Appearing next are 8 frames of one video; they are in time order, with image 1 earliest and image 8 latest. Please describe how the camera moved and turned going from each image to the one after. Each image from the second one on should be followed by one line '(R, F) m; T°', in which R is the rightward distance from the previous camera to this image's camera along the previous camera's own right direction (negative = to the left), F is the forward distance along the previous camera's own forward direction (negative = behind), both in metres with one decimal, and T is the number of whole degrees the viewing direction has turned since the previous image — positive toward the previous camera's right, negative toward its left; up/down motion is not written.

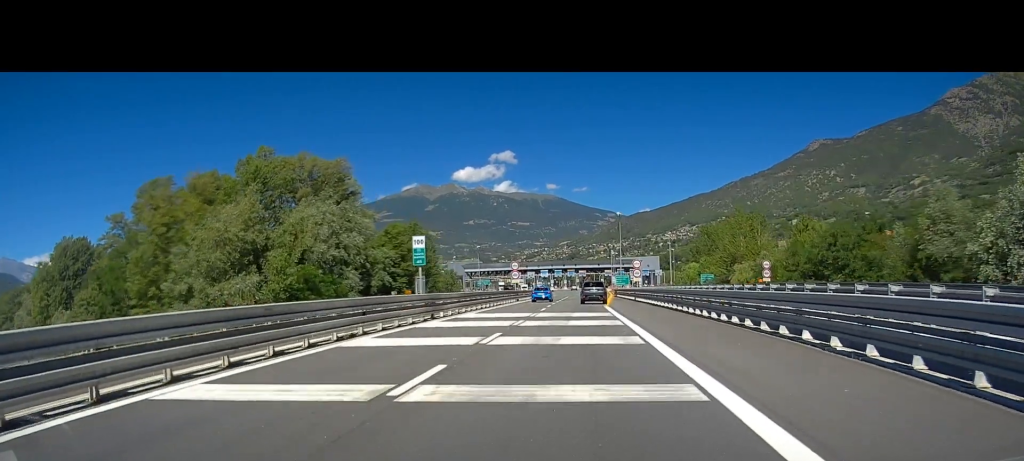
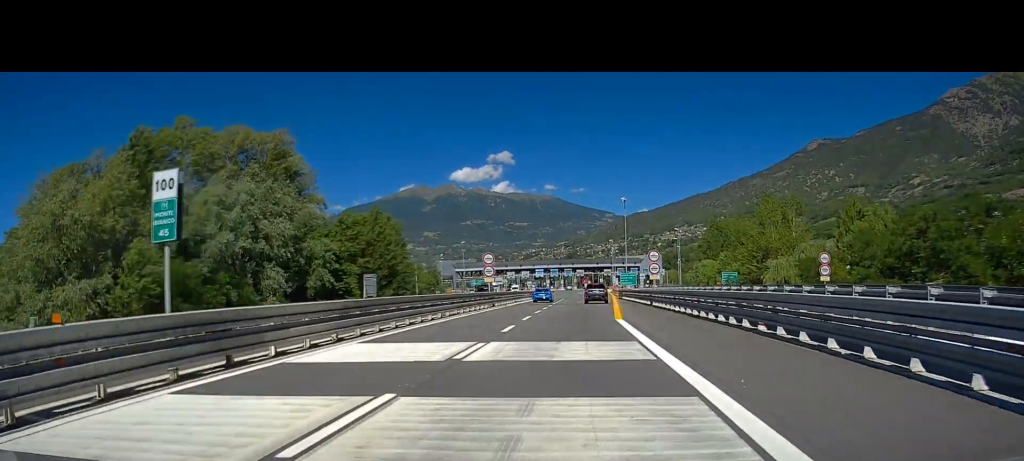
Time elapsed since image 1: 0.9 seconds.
(+0.4, +17.5) m; +1°
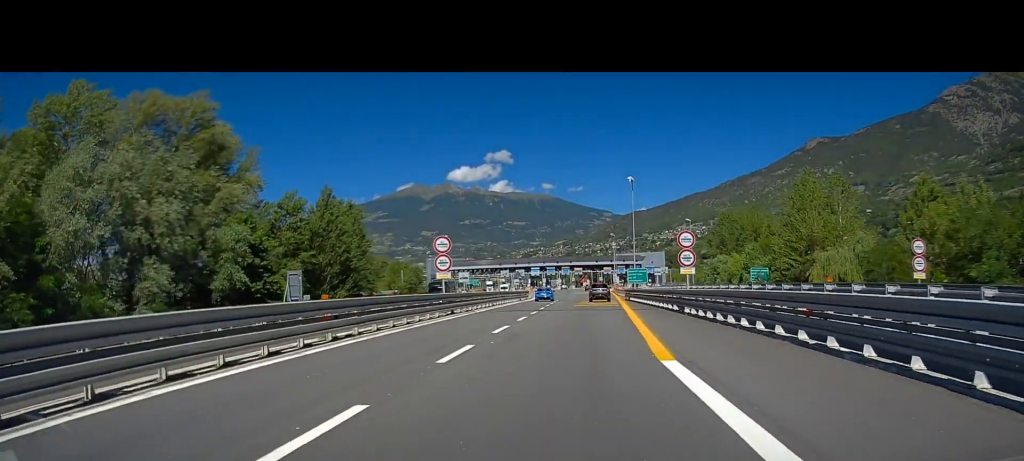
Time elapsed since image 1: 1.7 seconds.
(0.0, +15.7) m; 0°
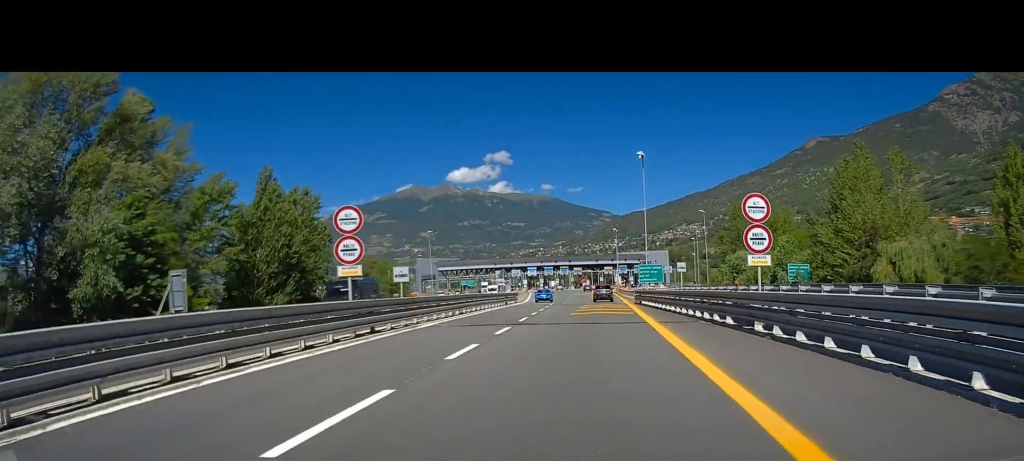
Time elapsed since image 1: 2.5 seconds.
(0.0, +13.5) m; 0°
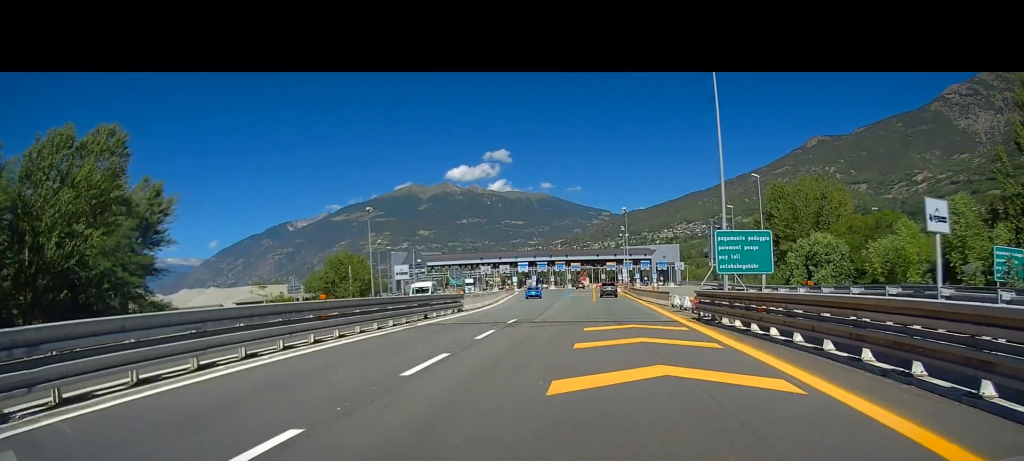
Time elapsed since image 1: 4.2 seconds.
(-0.3, +31.2) m; 0°
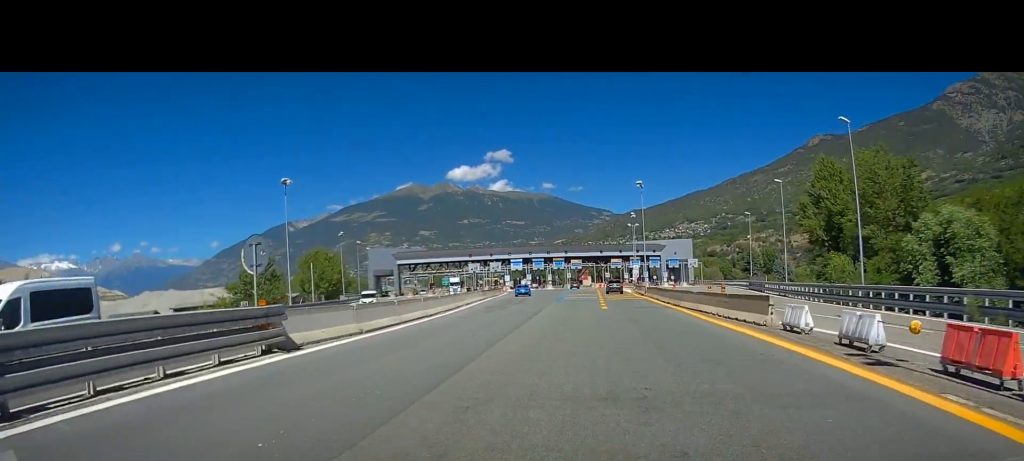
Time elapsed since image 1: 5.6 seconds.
(+0.2, +23.4) m; 0°
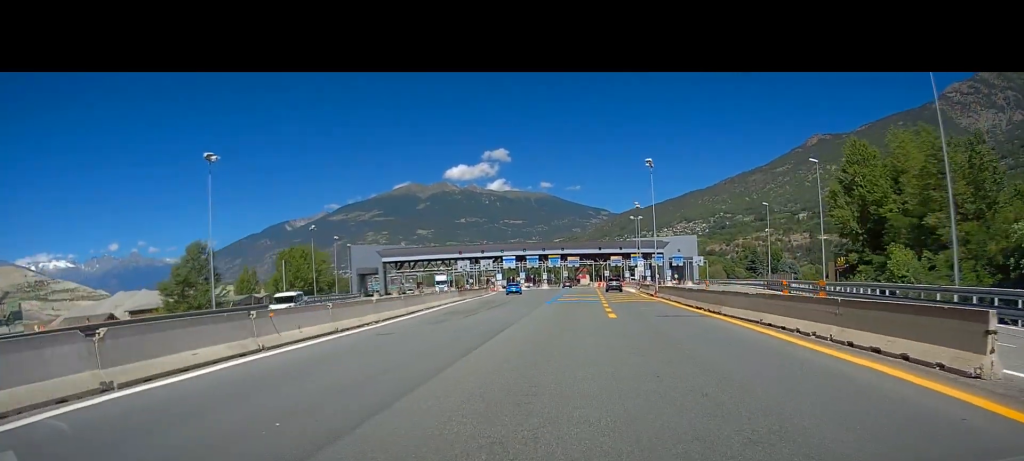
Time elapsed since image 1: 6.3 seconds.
(-0.1, +12.5) m; 0°
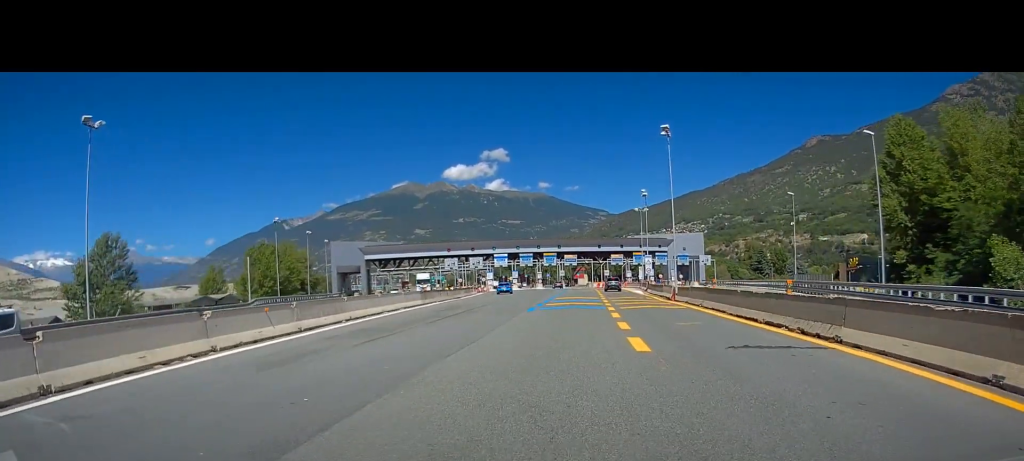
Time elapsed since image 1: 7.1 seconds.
(0.0, +13.2) m; 0°
